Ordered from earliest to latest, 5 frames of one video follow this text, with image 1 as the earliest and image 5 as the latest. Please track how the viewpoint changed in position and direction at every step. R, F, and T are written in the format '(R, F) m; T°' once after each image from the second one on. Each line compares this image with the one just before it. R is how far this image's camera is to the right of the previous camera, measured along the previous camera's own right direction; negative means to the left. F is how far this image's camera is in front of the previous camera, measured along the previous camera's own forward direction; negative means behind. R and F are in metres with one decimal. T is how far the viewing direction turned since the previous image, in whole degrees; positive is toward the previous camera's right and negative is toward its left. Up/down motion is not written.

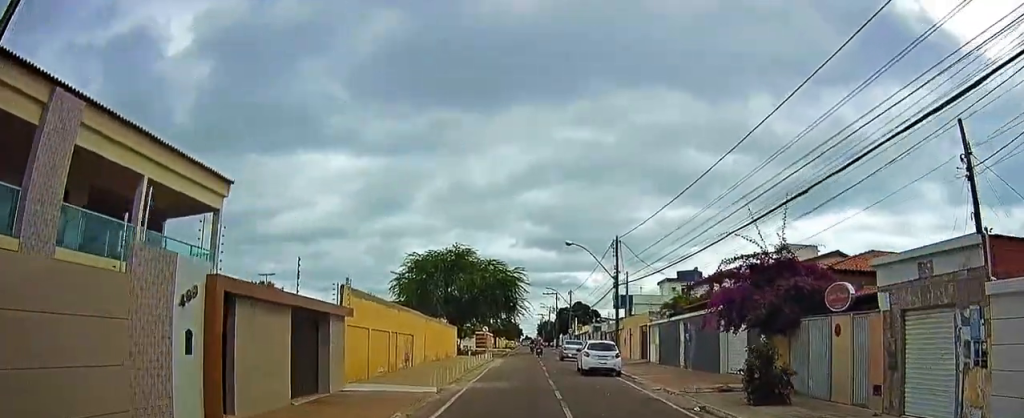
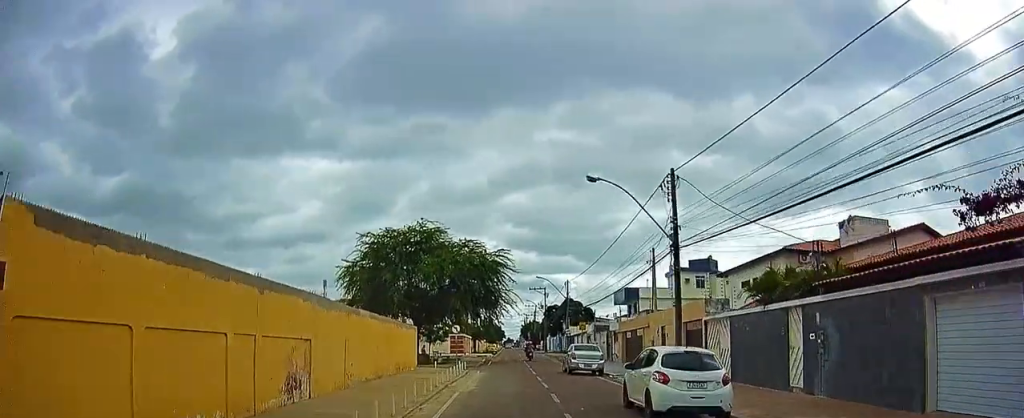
(+0.6, +12.6) m; +3°
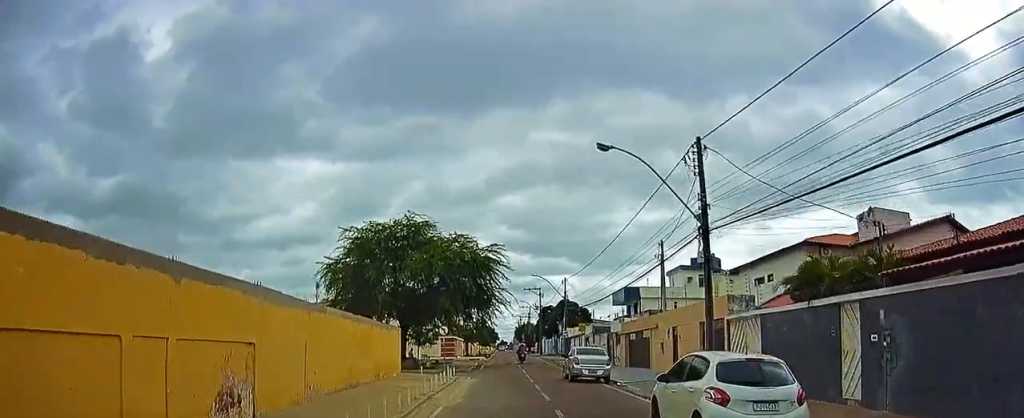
(-0.1, +3.2) m; -1°
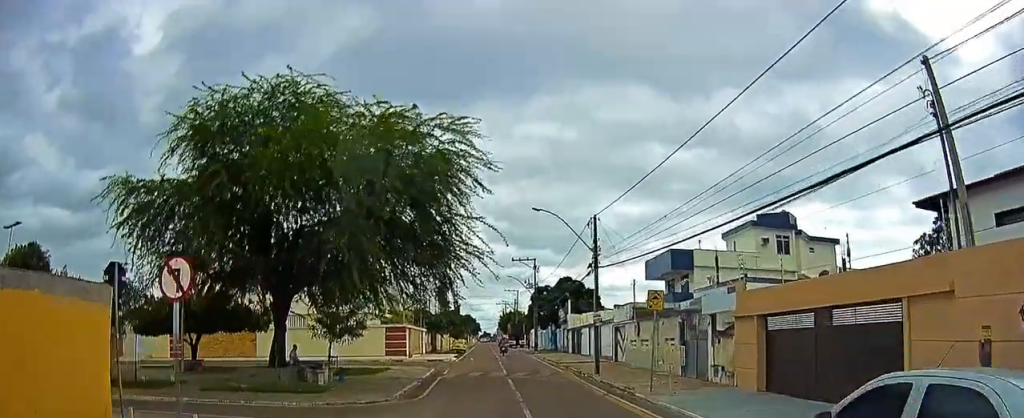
(-1.3, +24.0) m; -1°
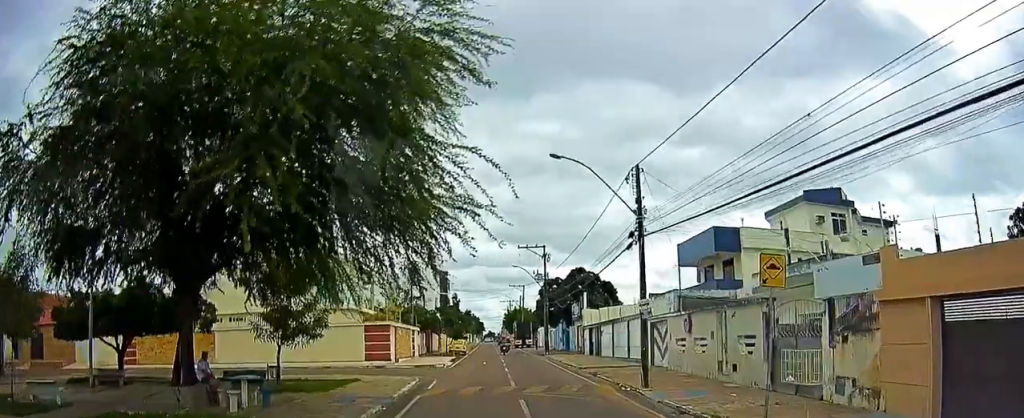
(+0.3, +8.8) m; 0°
